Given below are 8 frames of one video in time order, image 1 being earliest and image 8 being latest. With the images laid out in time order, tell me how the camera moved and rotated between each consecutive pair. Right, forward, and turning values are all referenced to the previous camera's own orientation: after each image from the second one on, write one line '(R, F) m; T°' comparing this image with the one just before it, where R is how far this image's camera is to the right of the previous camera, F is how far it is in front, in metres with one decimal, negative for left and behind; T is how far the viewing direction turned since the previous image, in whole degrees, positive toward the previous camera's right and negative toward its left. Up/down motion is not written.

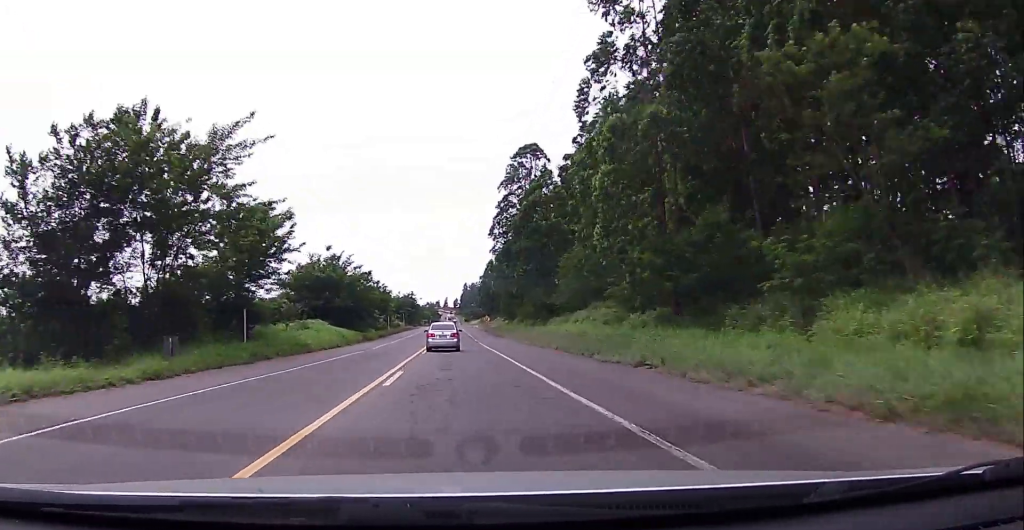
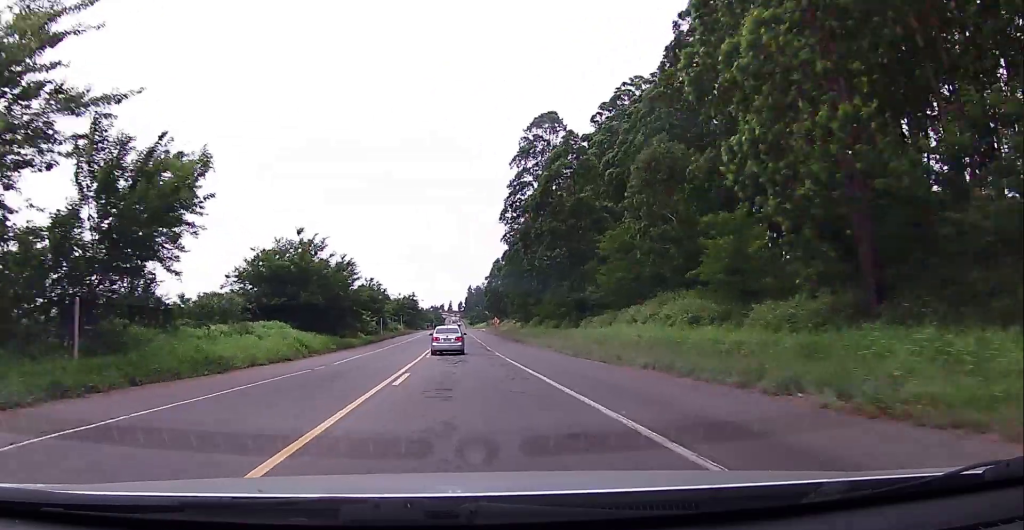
(+0.1, +14.9) m; 0°
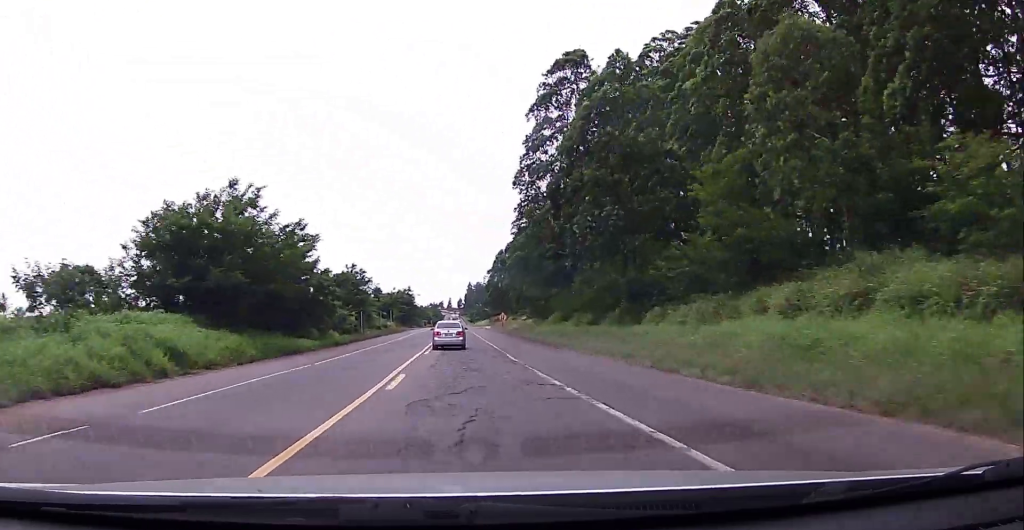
(0.0, +17.5) m; 0°
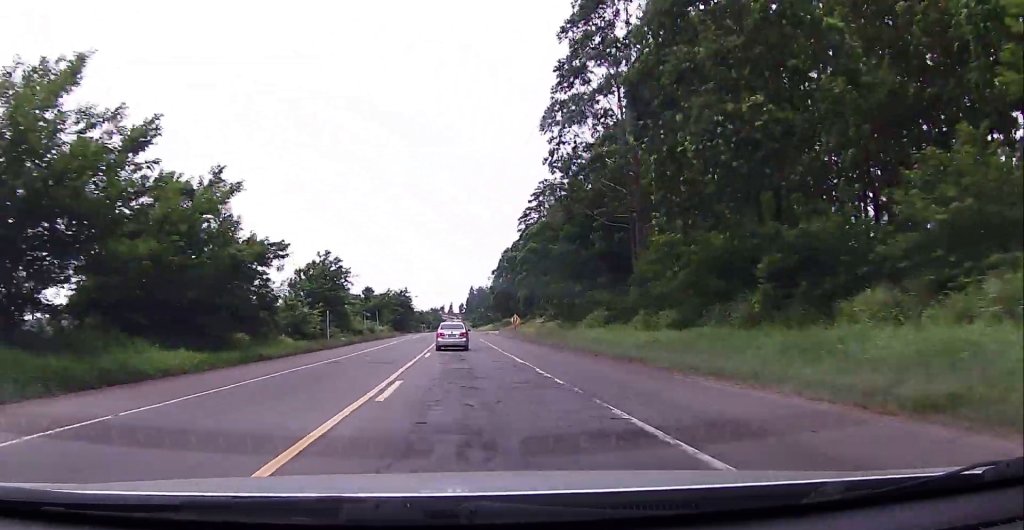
(-0.3, +18.3) m; 0°
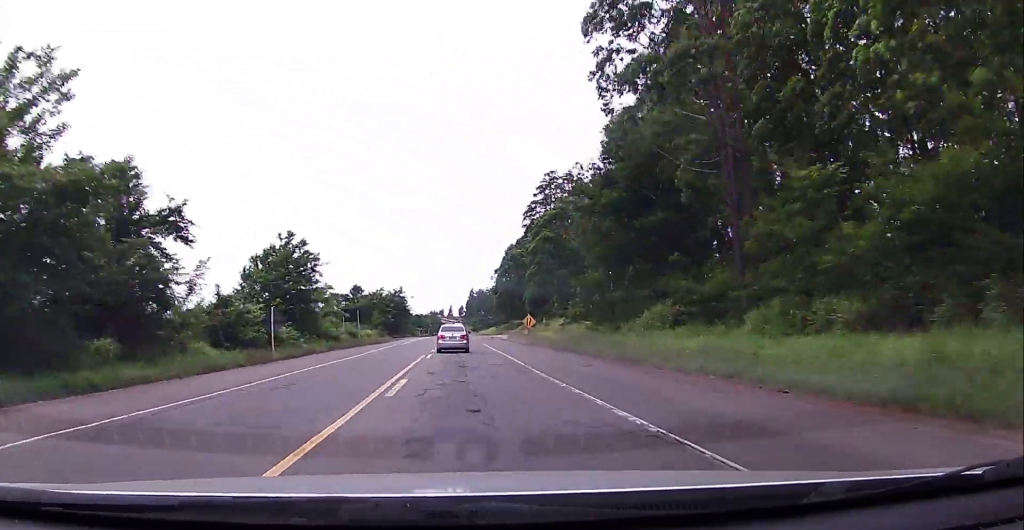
(+0.3, +14.7) m; 0°
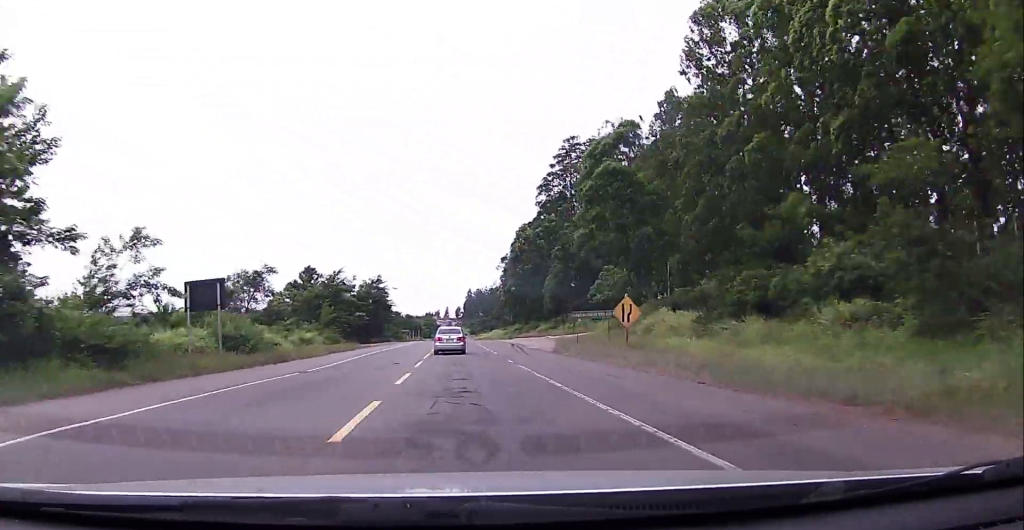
(-0.1, +37.0) m; -1°
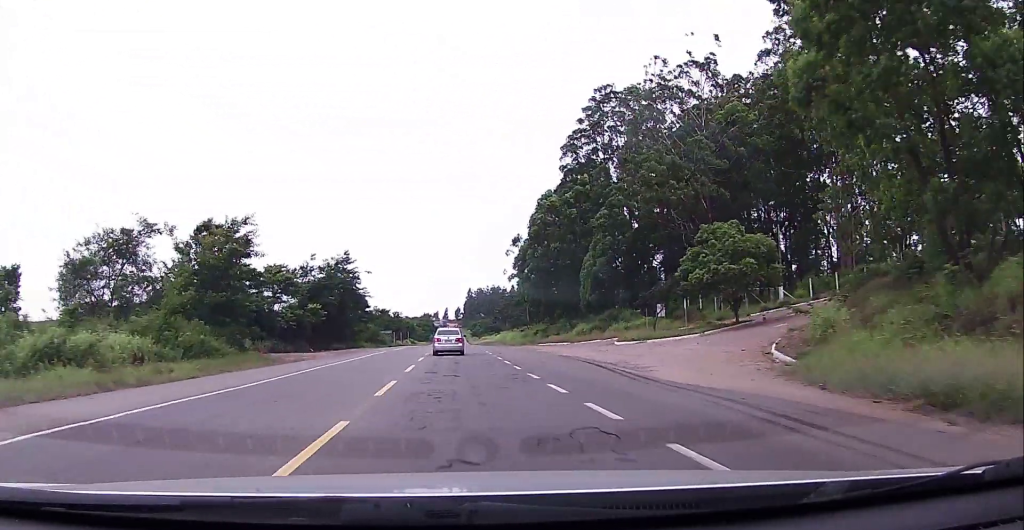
(-0.1, +34.0) m; +1°
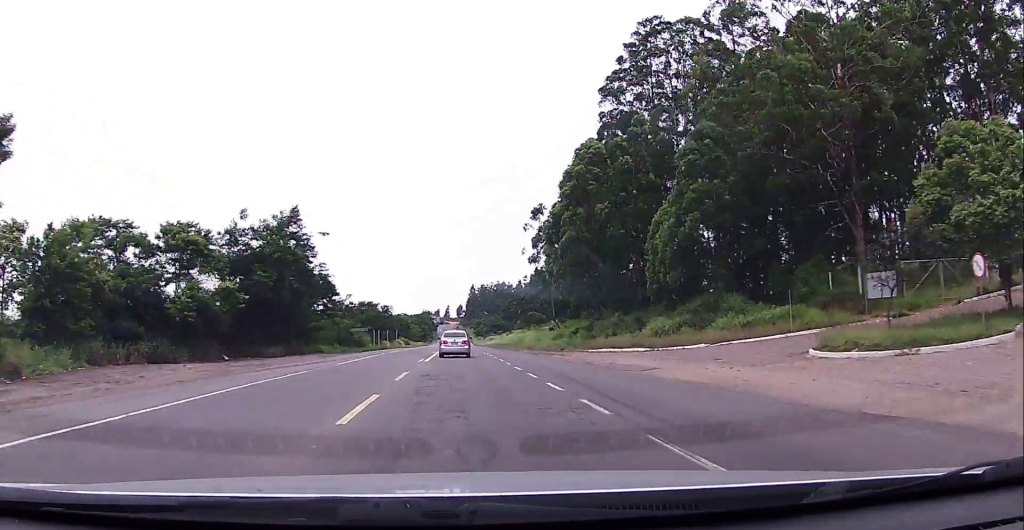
(+0.3, +28.0) m; 0°
